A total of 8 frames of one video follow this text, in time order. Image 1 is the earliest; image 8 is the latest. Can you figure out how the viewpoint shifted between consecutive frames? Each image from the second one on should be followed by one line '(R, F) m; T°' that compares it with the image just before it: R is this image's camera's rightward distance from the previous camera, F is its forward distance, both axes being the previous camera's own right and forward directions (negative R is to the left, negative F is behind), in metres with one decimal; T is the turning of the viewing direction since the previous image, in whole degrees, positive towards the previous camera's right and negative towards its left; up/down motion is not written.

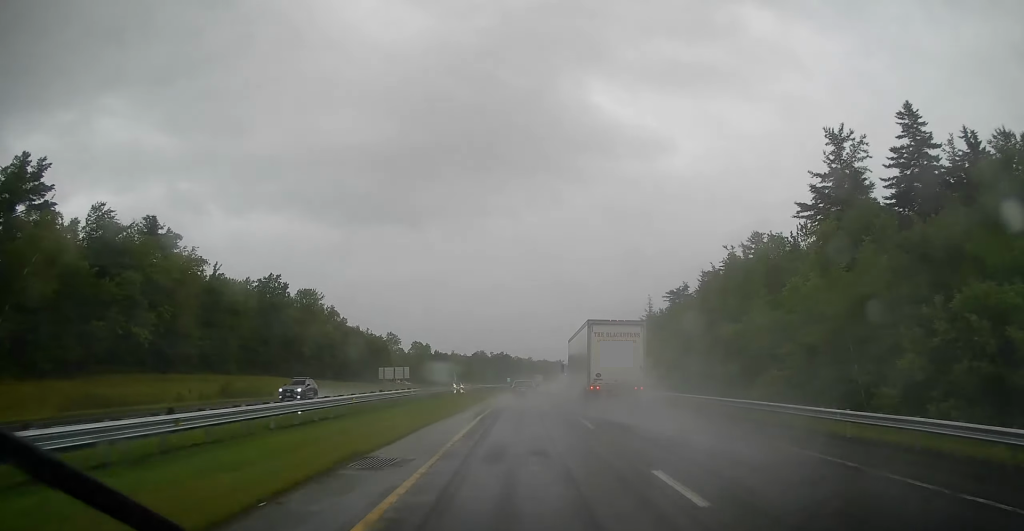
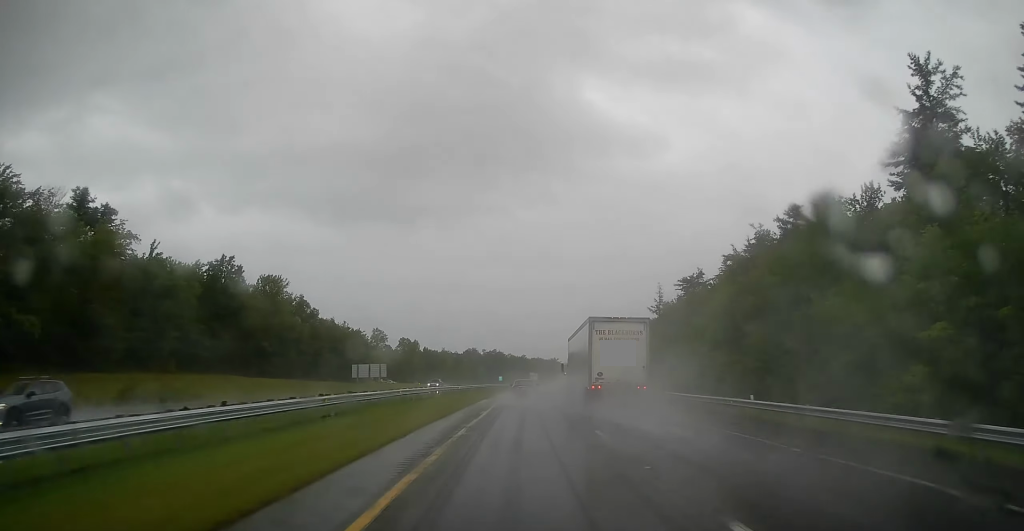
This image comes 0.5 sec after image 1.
(+0.3, +16.2) m; +1°
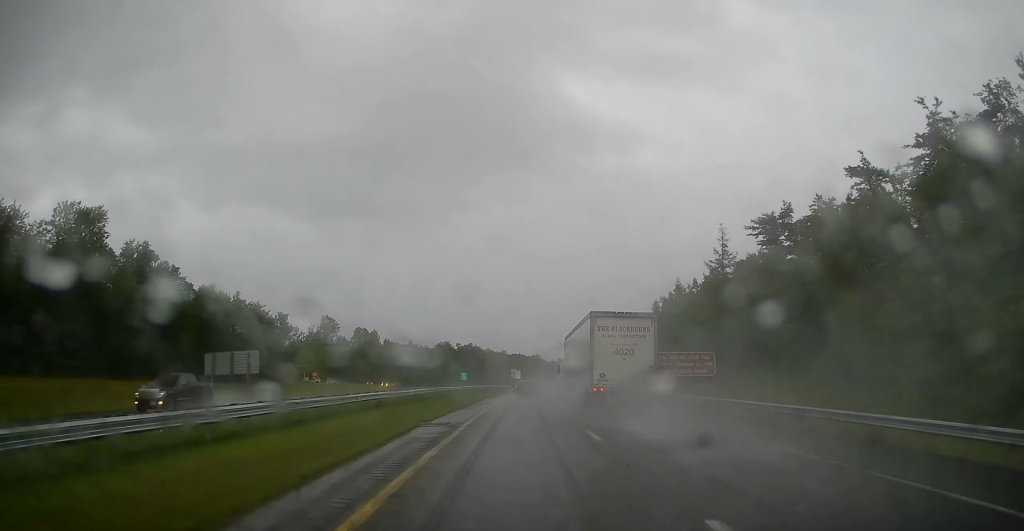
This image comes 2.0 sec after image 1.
(+0.8, +49.2) m; +2°
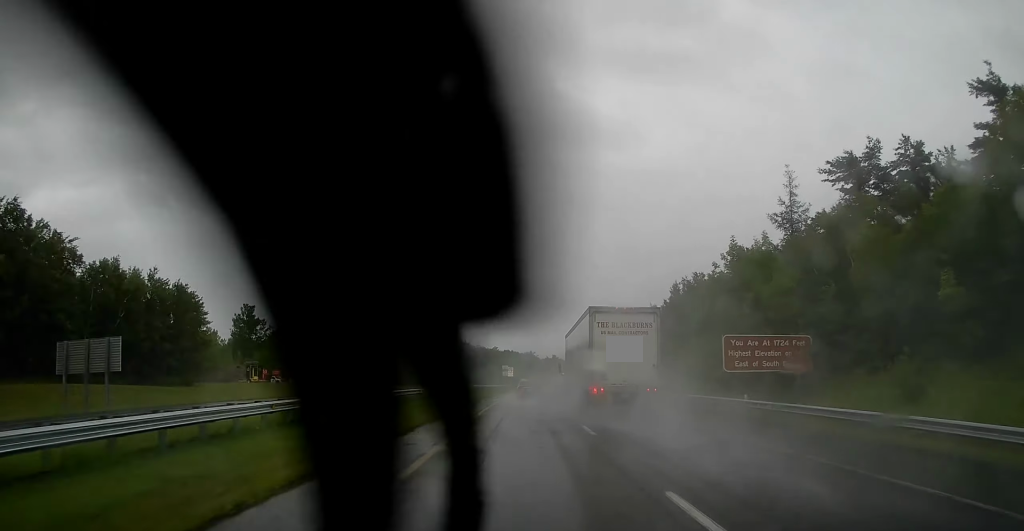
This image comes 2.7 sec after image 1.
(+0.4, +22.6) m; +1°
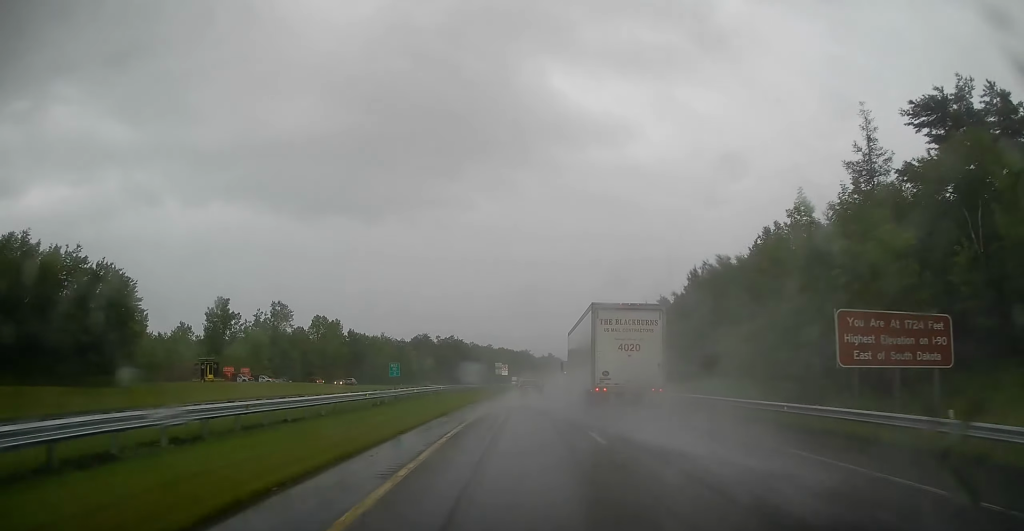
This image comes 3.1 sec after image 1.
(0.0, +15.0) m; 0°
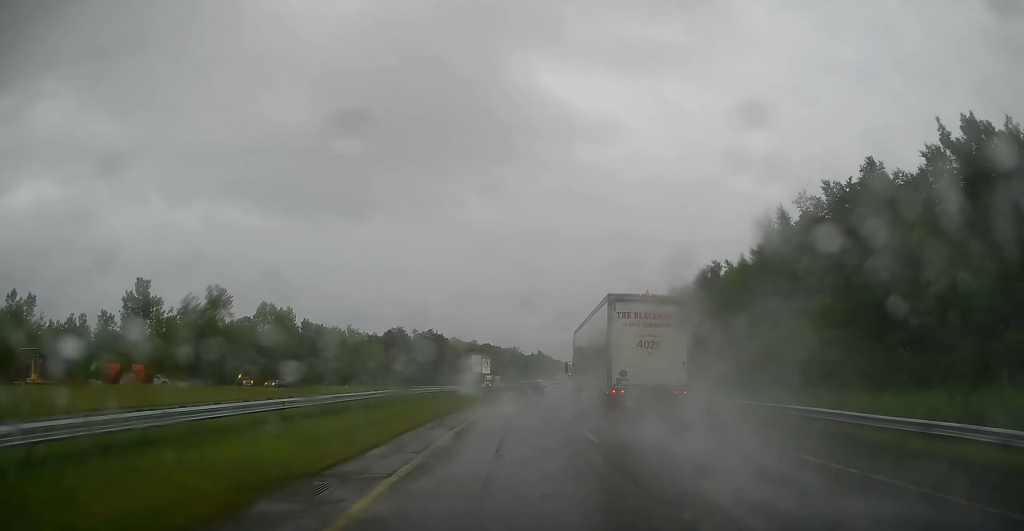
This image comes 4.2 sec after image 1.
(0.0, +36.2) m; 0°
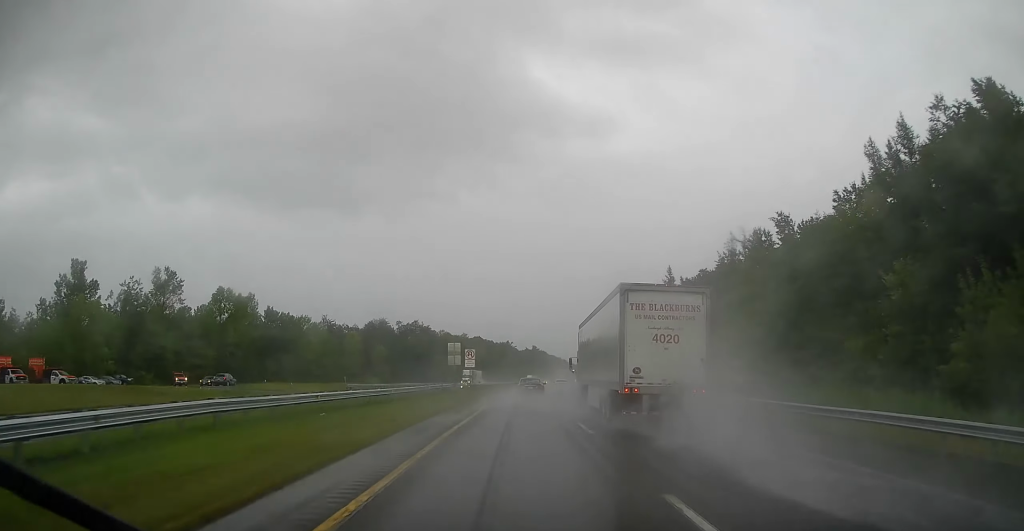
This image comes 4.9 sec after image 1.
(+0.1, +22.9) m; +1°
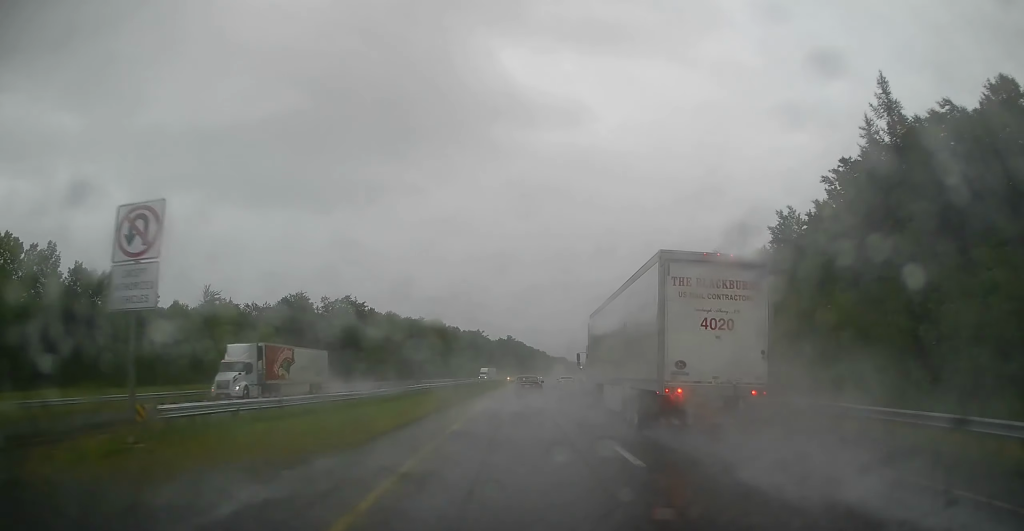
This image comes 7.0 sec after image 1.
(+1.1, +68.7) m; +2°
